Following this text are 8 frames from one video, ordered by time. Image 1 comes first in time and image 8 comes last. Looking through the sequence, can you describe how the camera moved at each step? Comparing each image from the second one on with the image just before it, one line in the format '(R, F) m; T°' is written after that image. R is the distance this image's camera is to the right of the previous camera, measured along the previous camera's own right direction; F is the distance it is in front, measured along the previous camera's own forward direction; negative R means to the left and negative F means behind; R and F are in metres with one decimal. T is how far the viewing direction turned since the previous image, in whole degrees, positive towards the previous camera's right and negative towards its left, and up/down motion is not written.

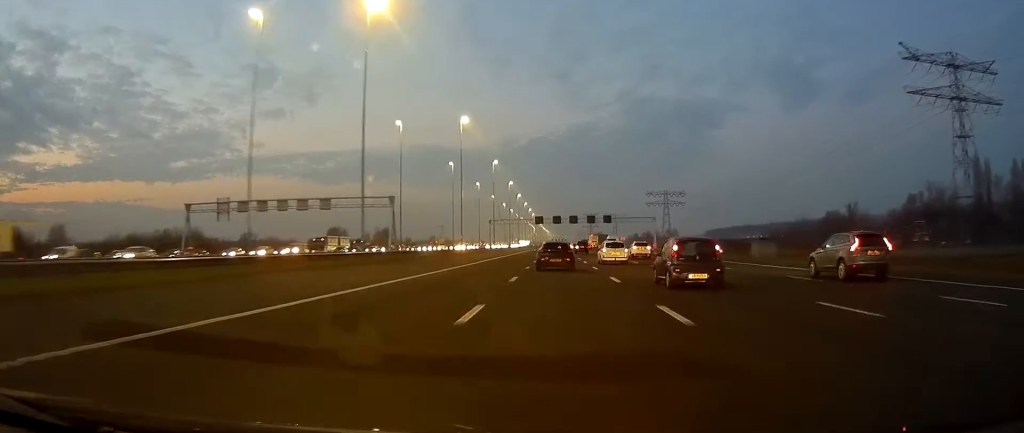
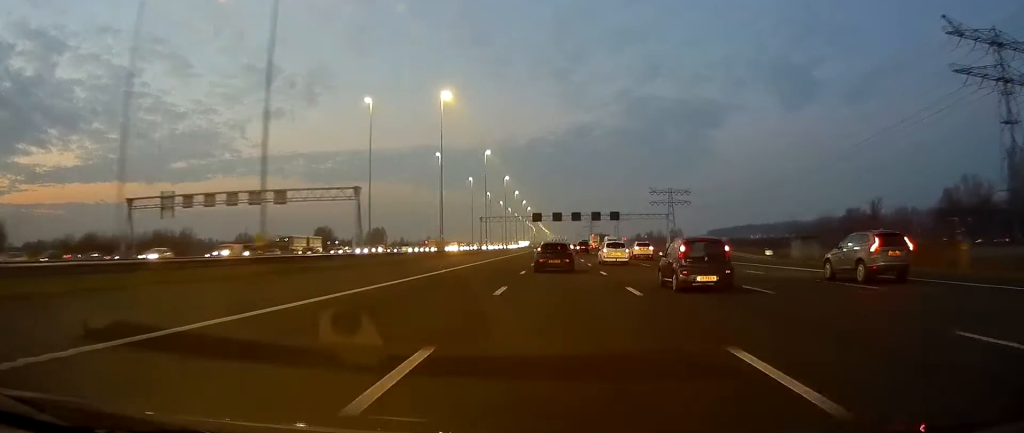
(0.0, +17.7) m; 0°
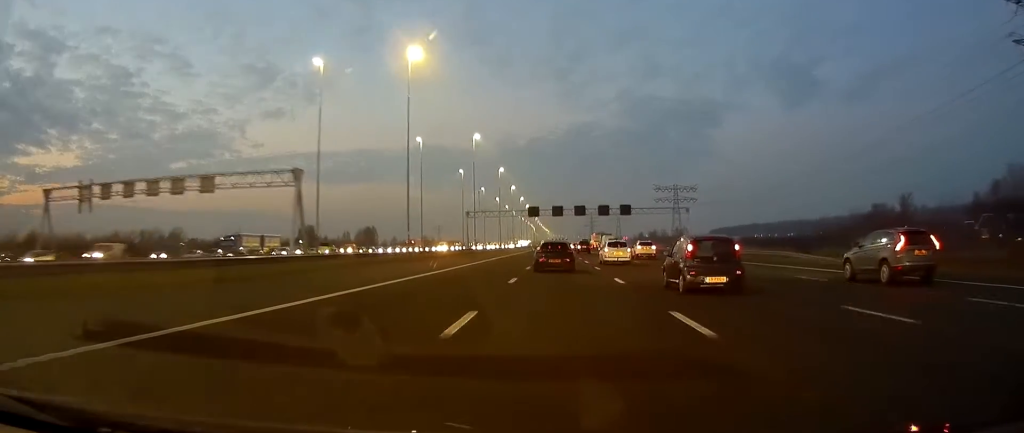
(0.0, +20.3) m; 0°
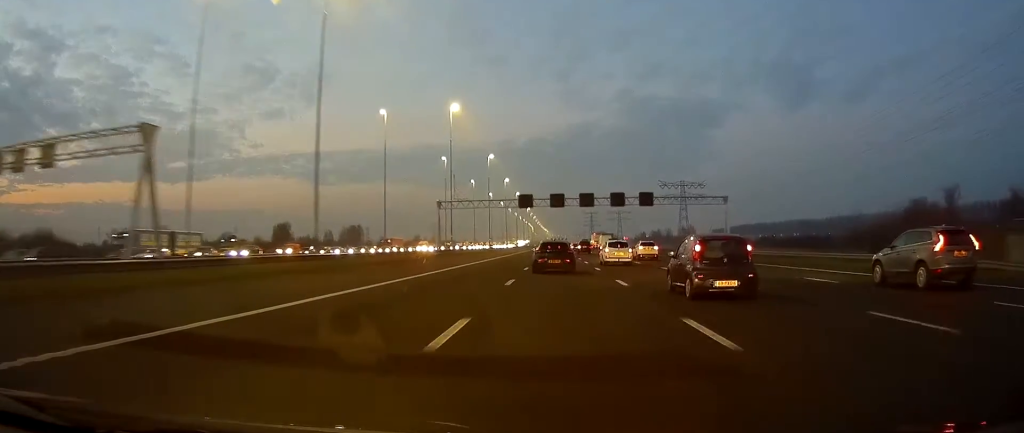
(+0.1, +26.4) m; 0°
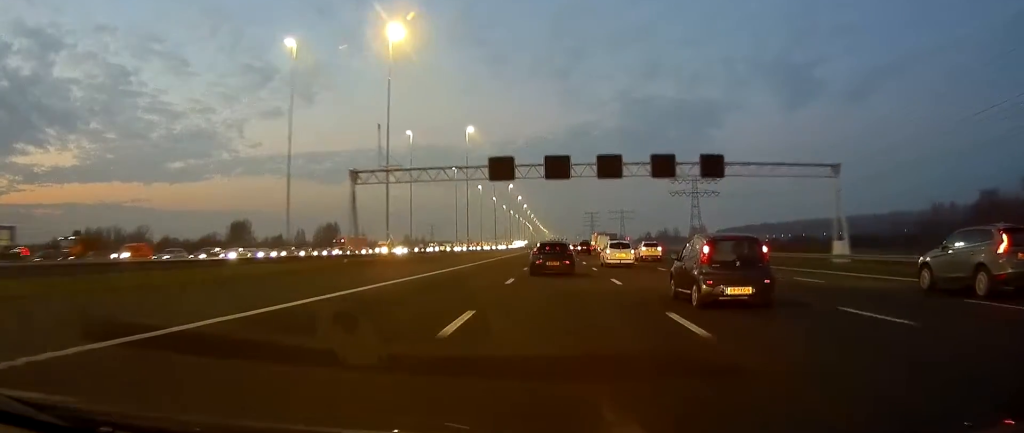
(0.0, +35.8) m; 0°
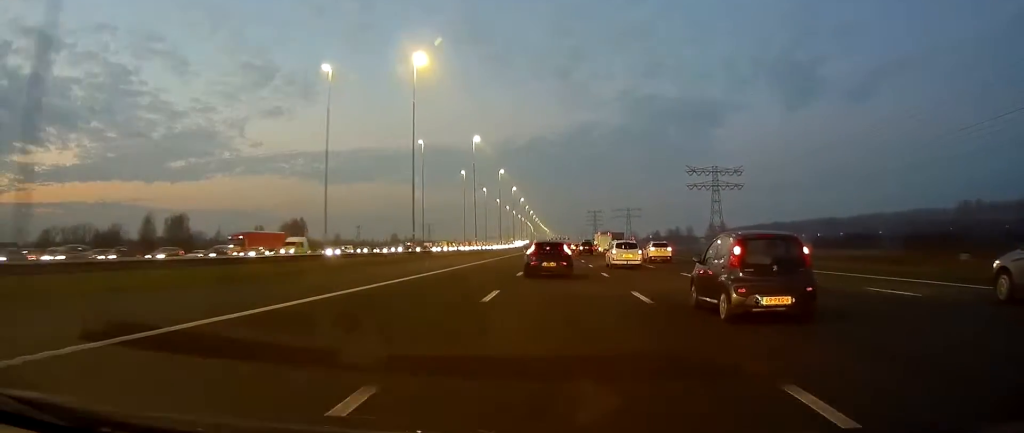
(-0.1, +42.5) m; 0°
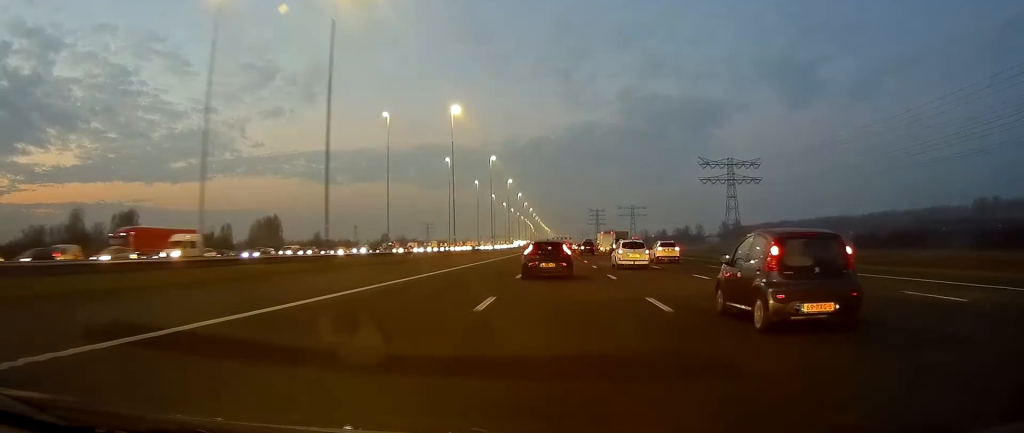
(0.0, +27.2) m; 0°
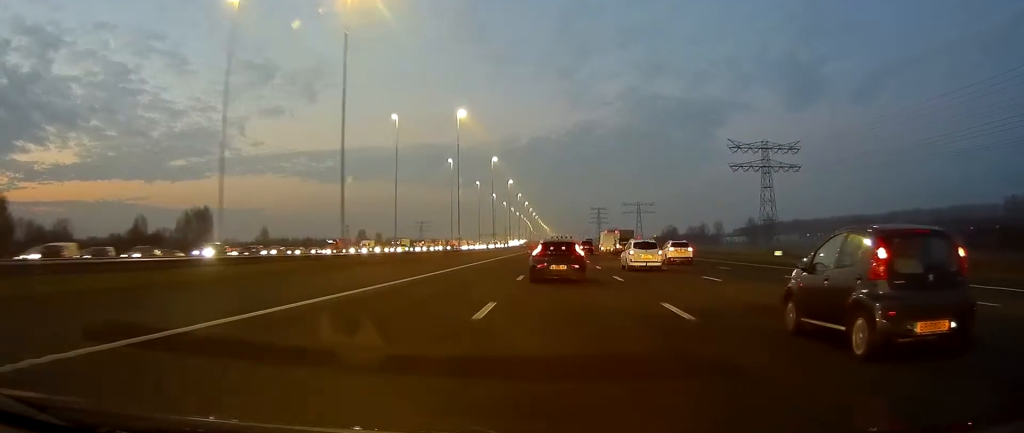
(-0.1, +49.8) m; 0°
